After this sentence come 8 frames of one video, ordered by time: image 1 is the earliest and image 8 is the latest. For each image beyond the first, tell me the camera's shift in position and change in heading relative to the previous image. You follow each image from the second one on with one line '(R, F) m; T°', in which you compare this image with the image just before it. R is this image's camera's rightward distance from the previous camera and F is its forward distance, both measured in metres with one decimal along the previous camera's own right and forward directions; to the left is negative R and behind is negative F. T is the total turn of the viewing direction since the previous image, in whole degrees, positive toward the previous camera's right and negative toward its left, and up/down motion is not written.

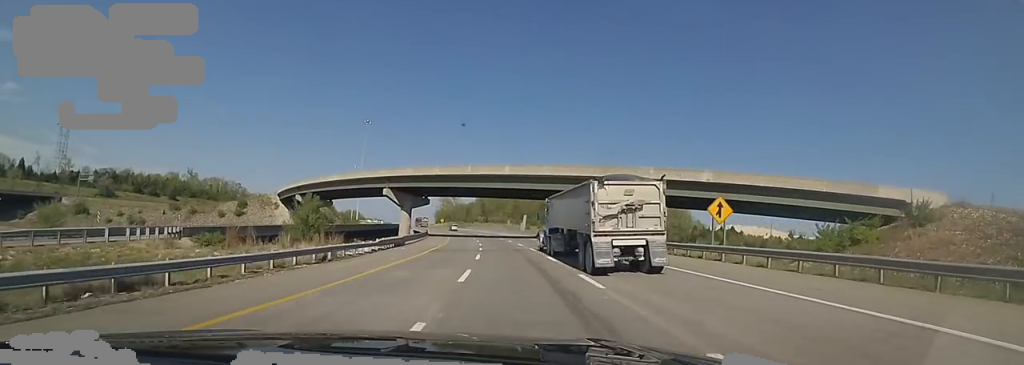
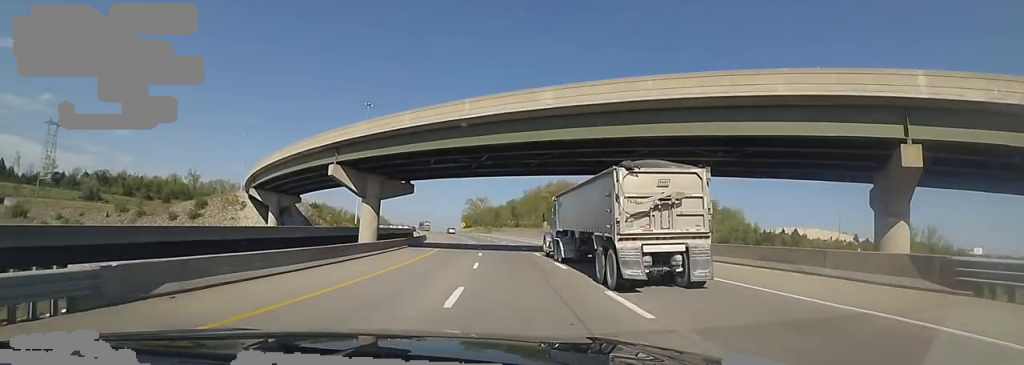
(-1.7, +33.2) m; -4°
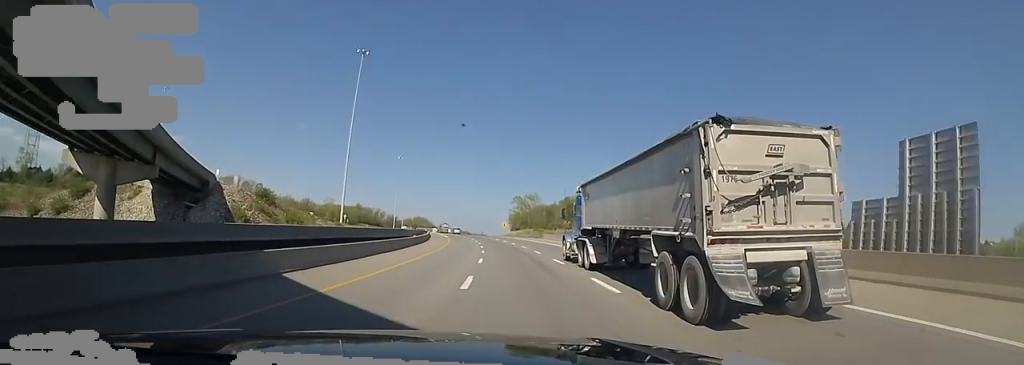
(-1.1, +46.7) m; -4°
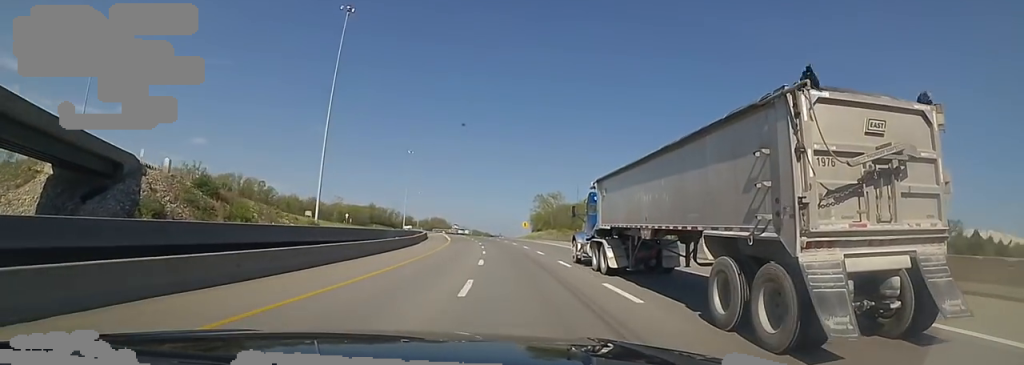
(-0.7, +21.0) m; -4°
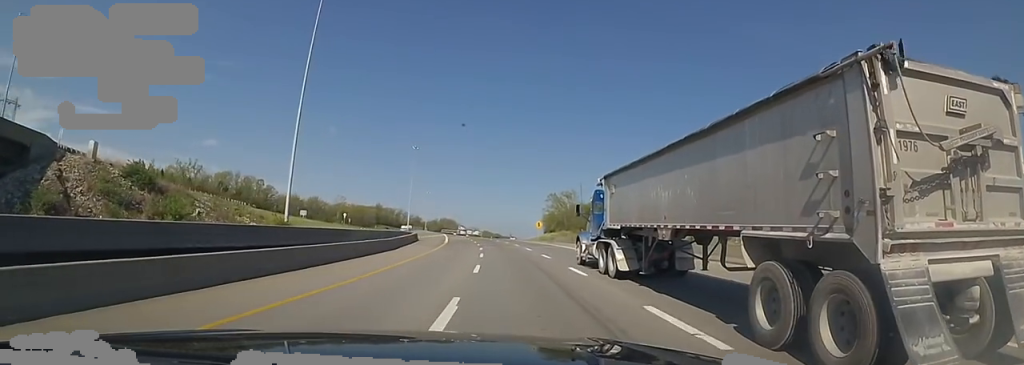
(-0.4, +13.5) m; -2°
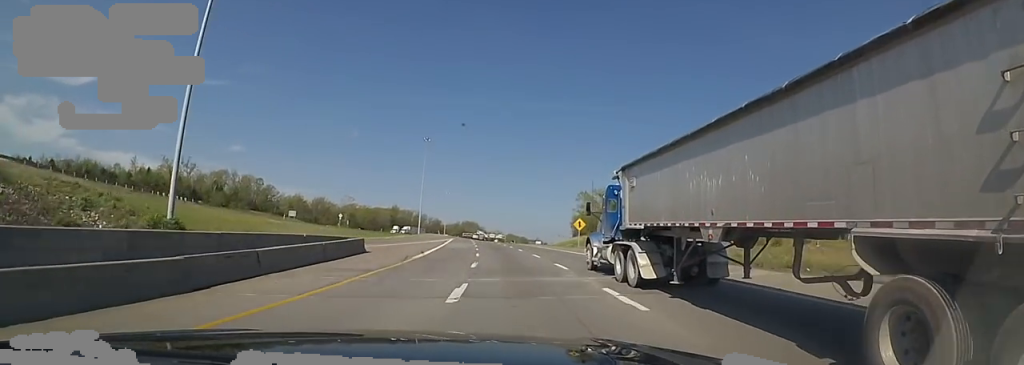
(-0.9, +26.0) m; -4°
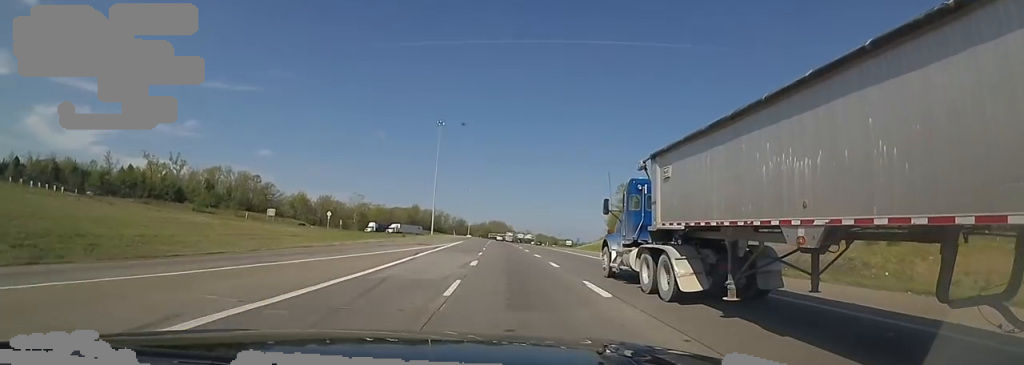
(-1.2, +28.0) m; -3°
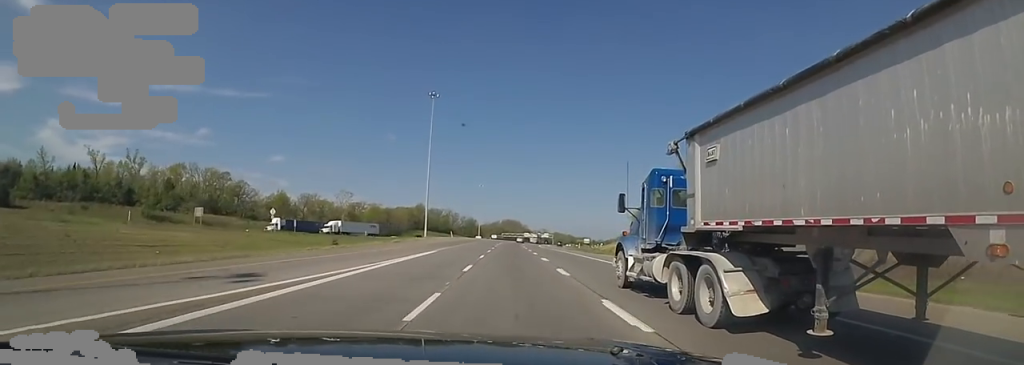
(-0.4, +32.2) m; -3°
